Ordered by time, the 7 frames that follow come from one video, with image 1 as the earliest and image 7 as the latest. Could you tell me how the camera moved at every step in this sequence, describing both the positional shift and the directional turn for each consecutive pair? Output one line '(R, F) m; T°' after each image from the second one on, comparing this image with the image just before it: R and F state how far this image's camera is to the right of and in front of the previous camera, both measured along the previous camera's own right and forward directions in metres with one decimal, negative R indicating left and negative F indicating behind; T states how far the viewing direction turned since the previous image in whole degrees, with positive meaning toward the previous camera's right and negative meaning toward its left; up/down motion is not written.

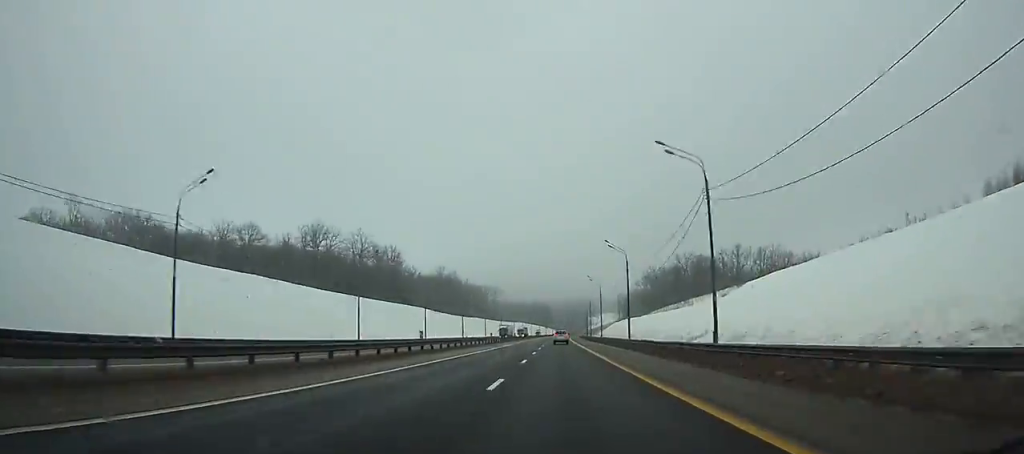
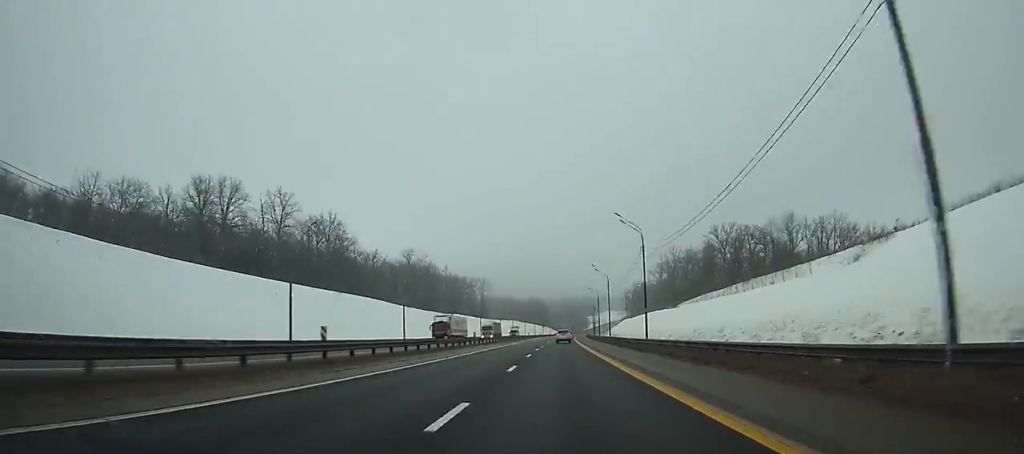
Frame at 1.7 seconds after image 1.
(-0.1, +52.3) m; 0°
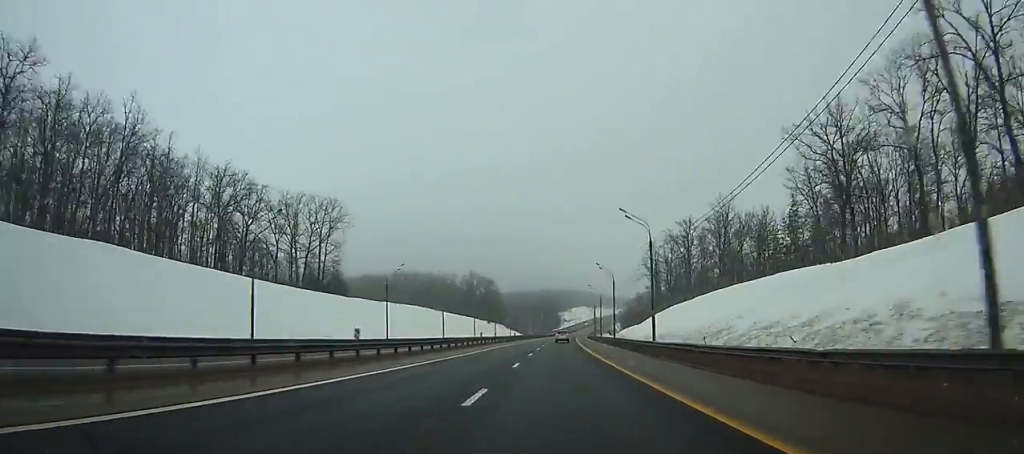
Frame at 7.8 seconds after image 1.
(+4.6, +190.9) m; +3°
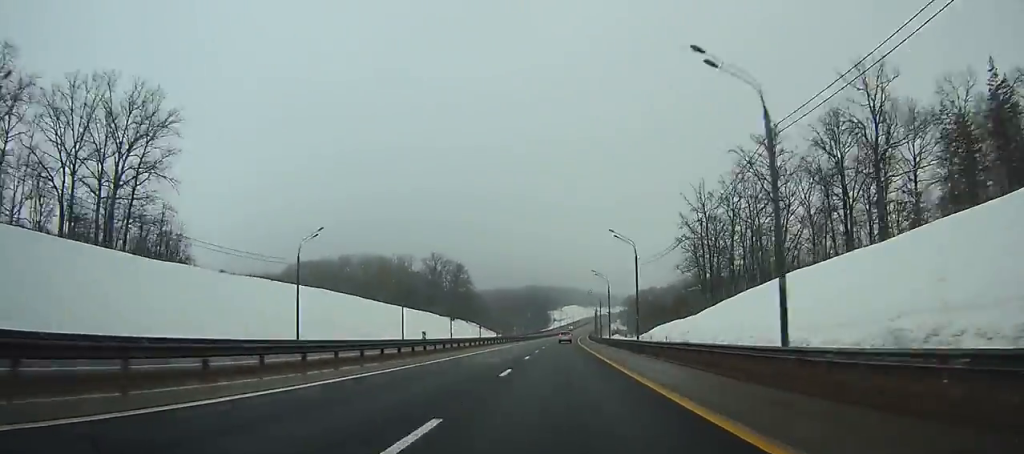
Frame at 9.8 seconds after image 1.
(+0.6, +63.8) m; +1°
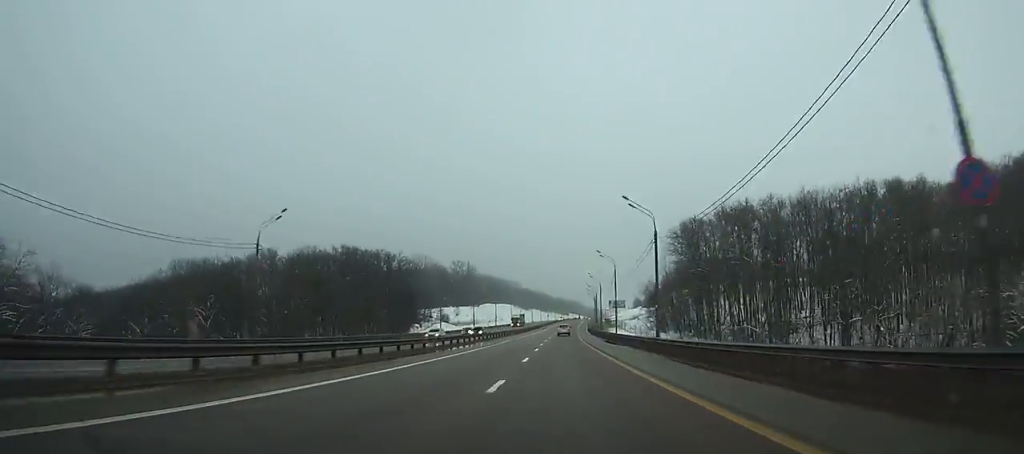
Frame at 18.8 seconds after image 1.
(+14.9, +289.5) m; +6°
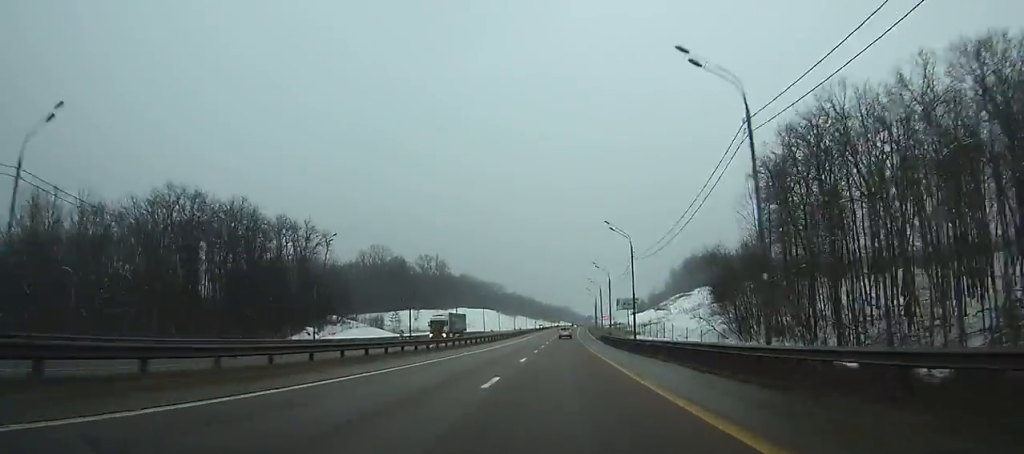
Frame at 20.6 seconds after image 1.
(+0.6, +57.0) m; +1°
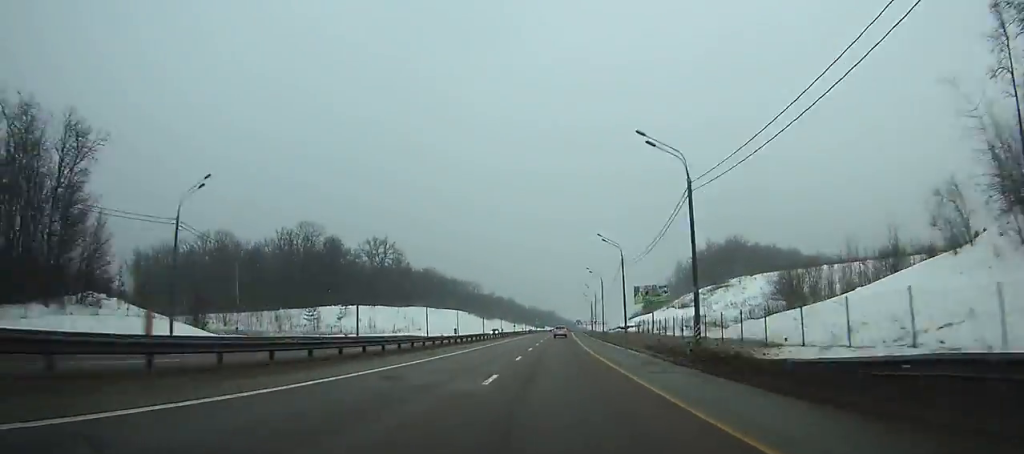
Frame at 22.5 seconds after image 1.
(+0.4, +59.5) m; +1°
